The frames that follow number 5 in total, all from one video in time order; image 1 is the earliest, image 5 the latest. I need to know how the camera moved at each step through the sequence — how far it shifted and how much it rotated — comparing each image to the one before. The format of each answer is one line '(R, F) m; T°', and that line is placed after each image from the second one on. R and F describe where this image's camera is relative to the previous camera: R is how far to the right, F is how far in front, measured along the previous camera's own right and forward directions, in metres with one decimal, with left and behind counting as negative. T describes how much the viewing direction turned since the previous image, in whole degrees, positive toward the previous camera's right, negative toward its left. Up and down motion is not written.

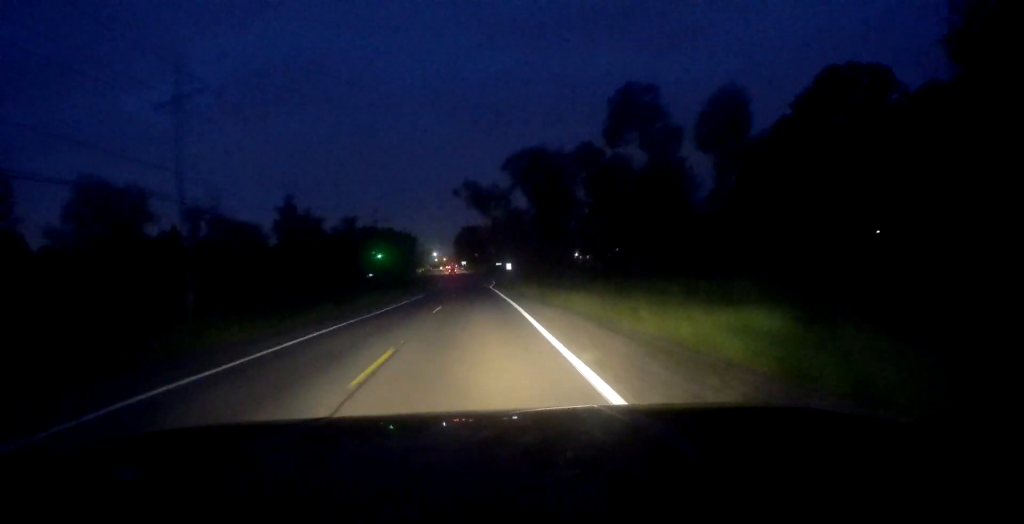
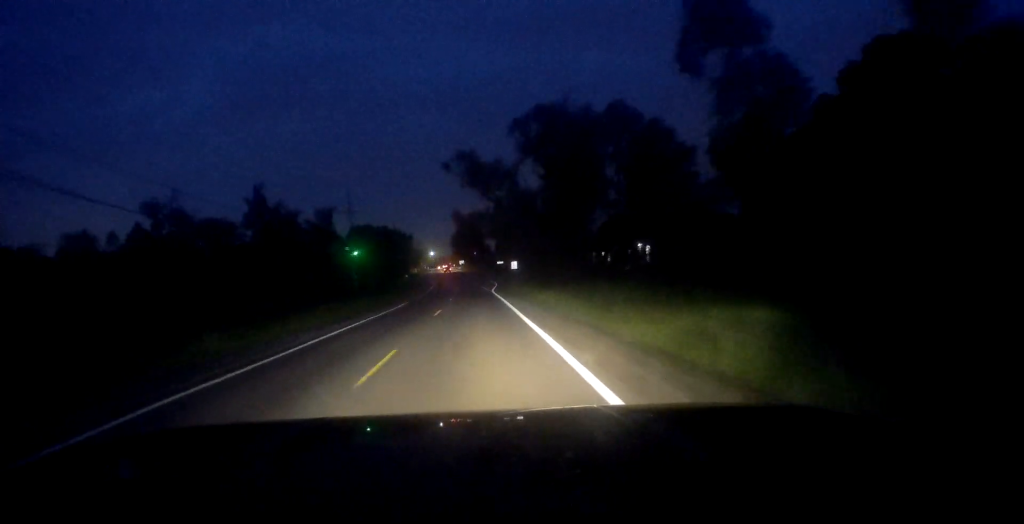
(+0.4, +14.6) m; +1°
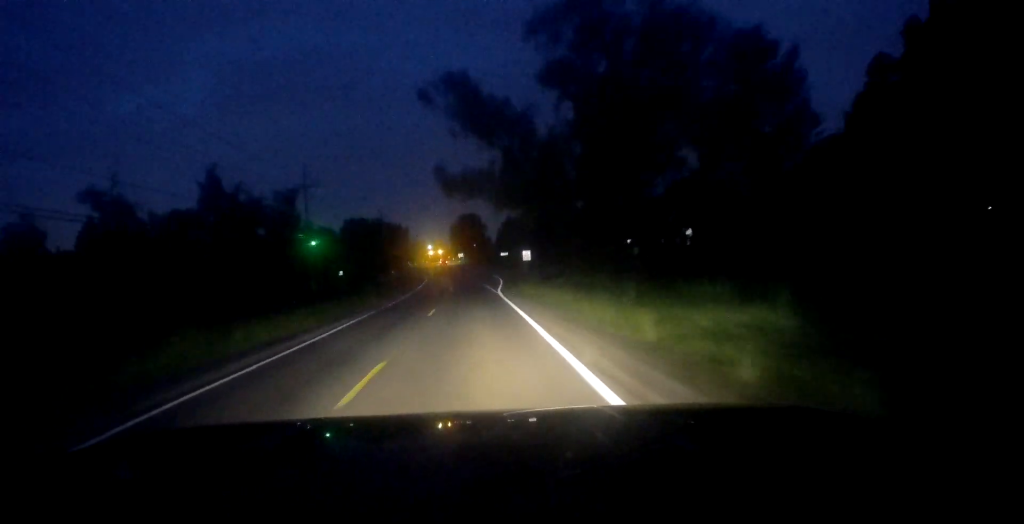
(0.0, +17.3) m; -1°
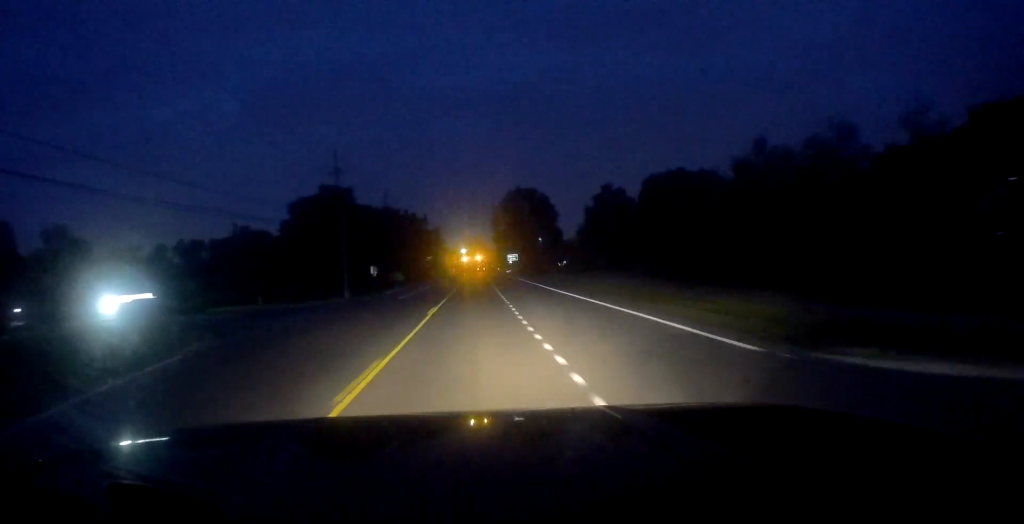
(-5.0, +104.8) m; -6°
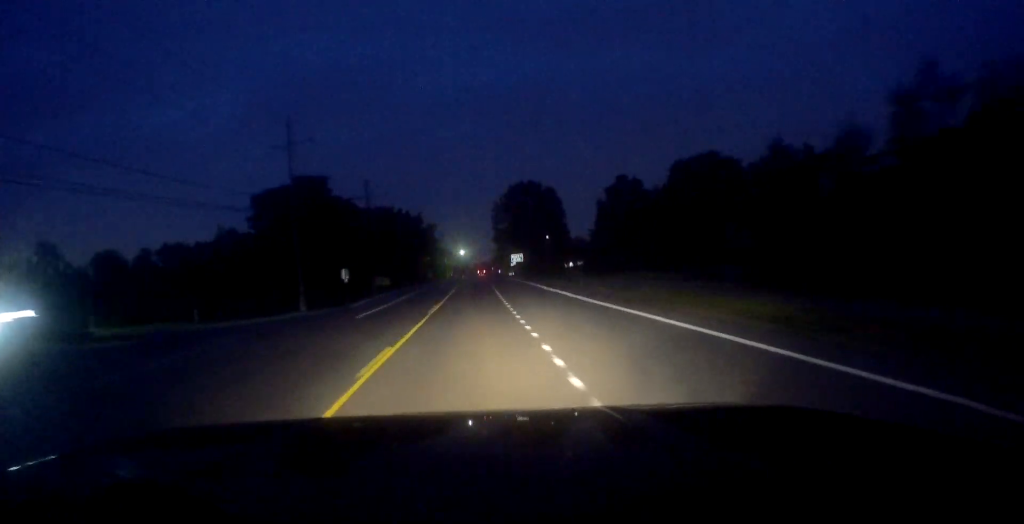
(-0.2, +13.1) m; 0°
